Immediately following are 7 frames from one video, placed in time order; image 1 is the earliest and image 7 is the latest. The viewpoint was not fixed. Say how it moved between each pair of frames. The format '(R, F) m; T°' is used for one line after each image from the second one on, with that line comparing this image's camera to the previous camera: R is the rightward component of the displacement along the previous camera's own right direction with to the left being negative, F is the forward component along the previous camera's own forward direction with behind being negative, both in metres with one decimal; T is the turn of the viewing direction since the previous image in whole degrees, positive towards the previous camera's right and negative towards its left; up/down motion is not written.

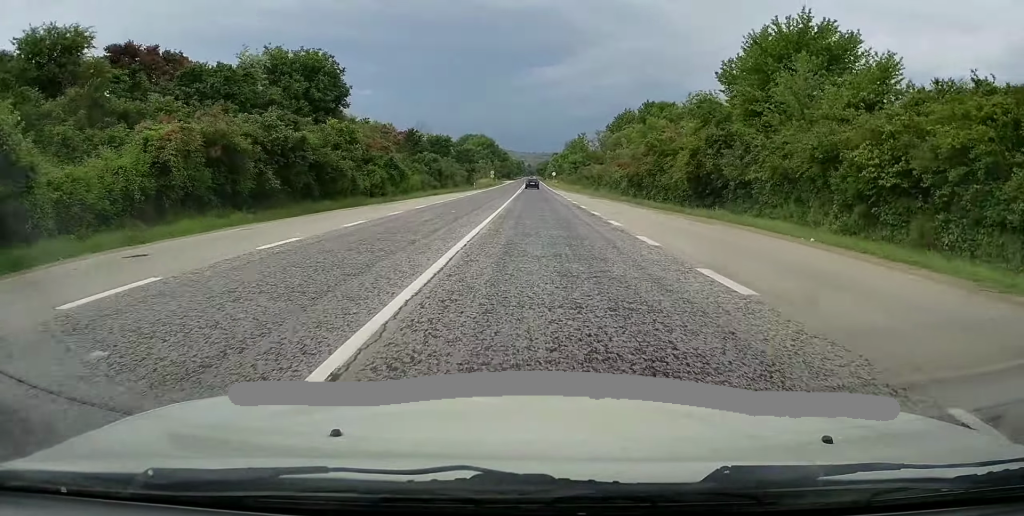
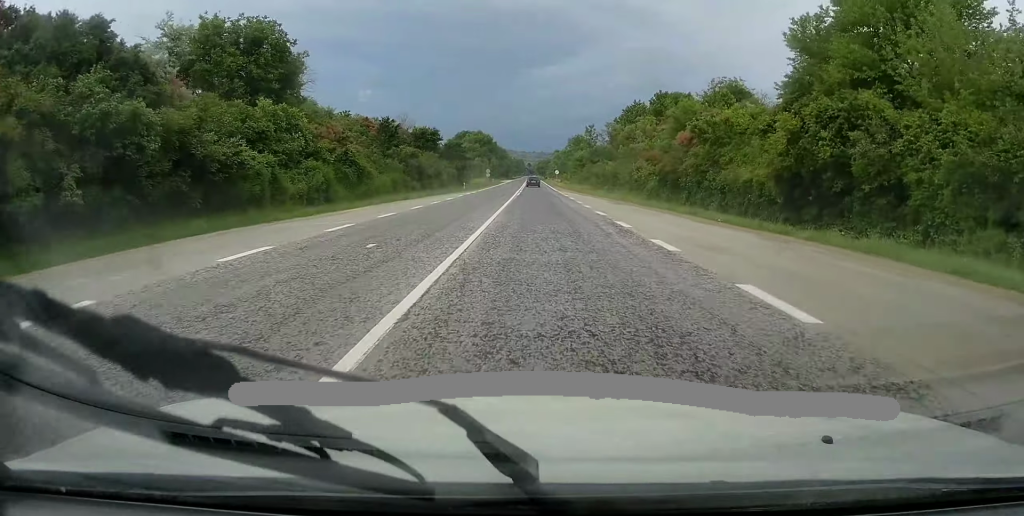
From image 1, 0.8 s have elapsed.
(+0.2, +13.1) m; +1°
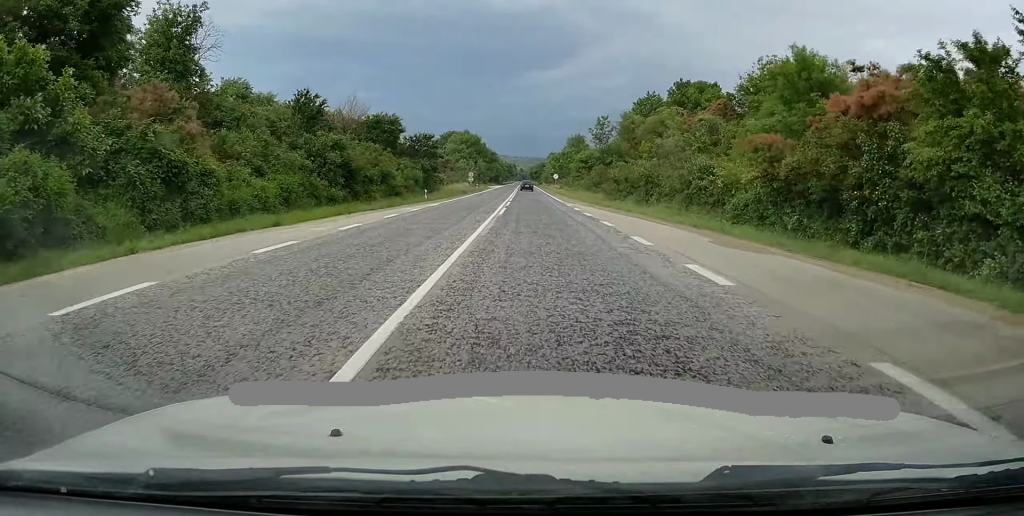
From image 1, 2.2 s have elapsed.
(+0.3, +21.4) m; +1°
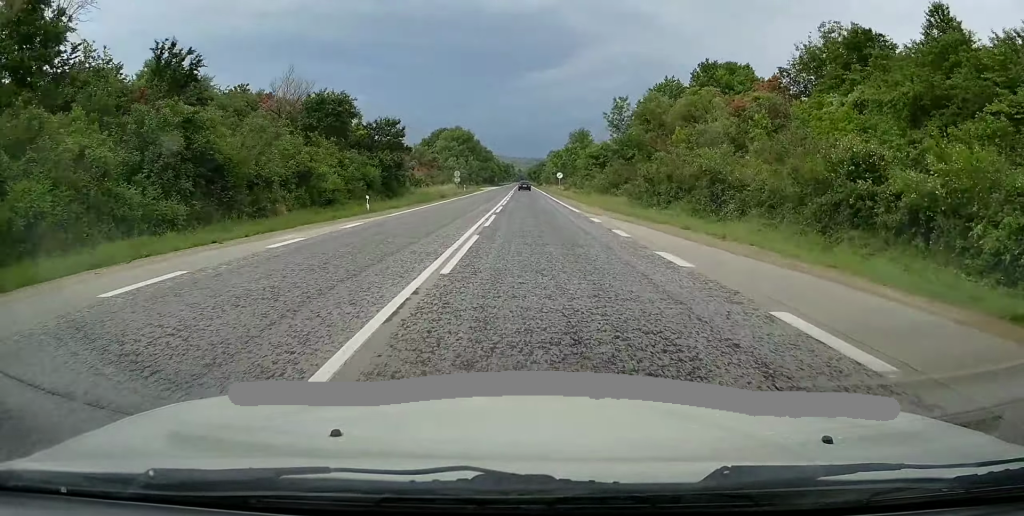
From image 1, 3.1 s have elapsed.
(+0.1, +16.1) m; -1°
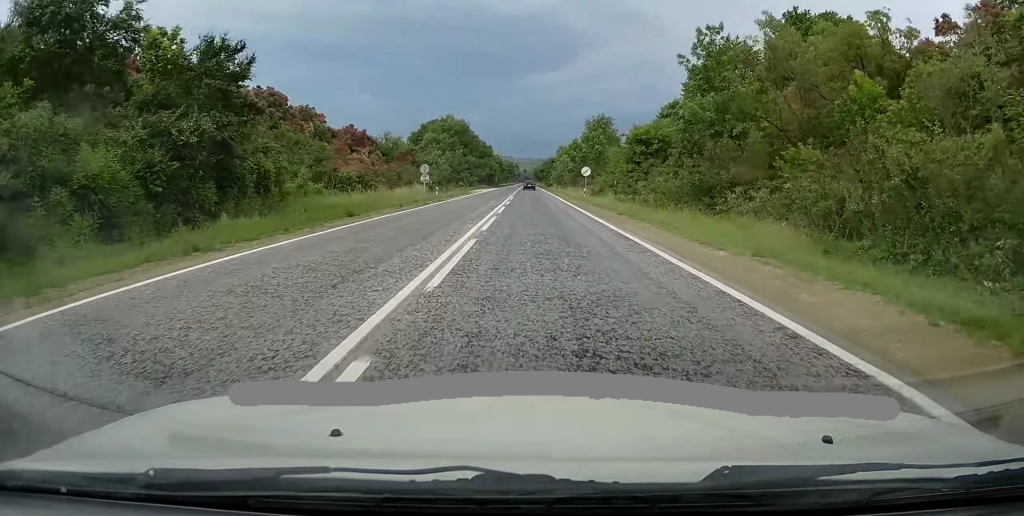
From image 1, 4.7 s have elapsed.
(-0.2, +27.8) m; 0°
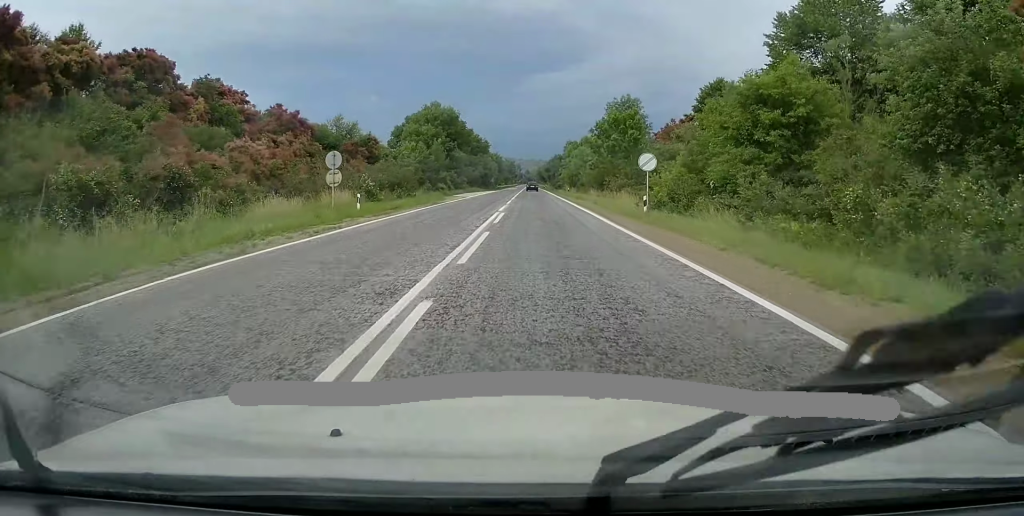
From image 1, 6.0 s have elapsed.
(+0.2, +23.8) m; 0°
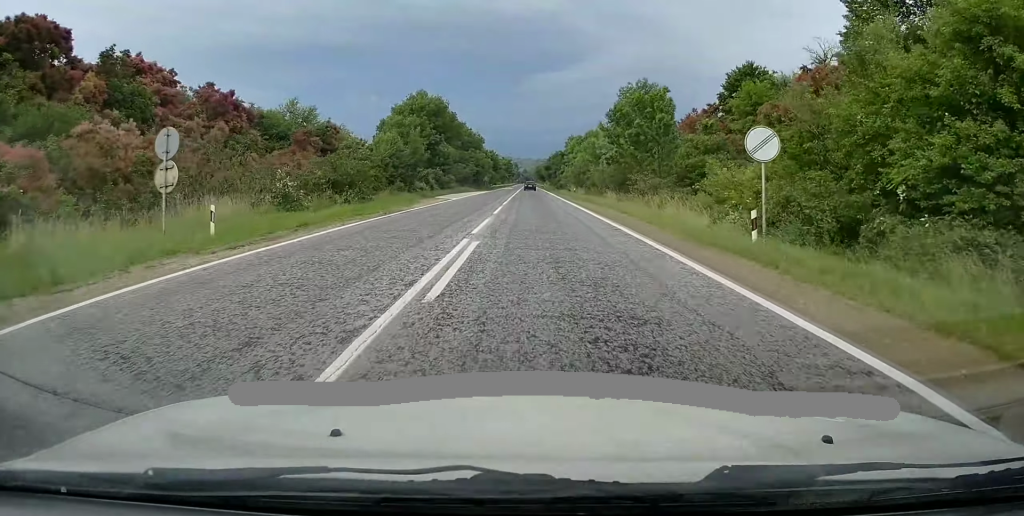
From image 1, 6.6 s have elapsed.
(-0.1, +12.5) m; 0°
